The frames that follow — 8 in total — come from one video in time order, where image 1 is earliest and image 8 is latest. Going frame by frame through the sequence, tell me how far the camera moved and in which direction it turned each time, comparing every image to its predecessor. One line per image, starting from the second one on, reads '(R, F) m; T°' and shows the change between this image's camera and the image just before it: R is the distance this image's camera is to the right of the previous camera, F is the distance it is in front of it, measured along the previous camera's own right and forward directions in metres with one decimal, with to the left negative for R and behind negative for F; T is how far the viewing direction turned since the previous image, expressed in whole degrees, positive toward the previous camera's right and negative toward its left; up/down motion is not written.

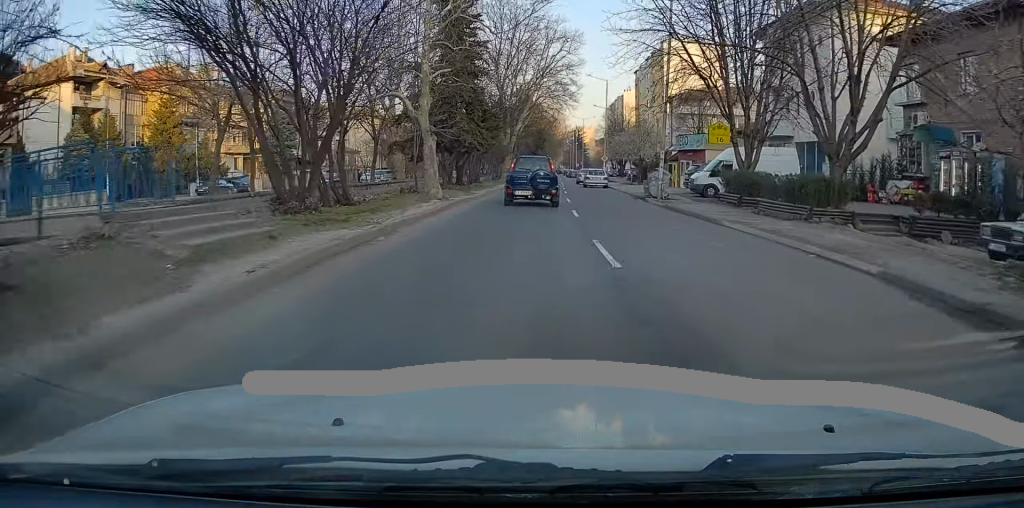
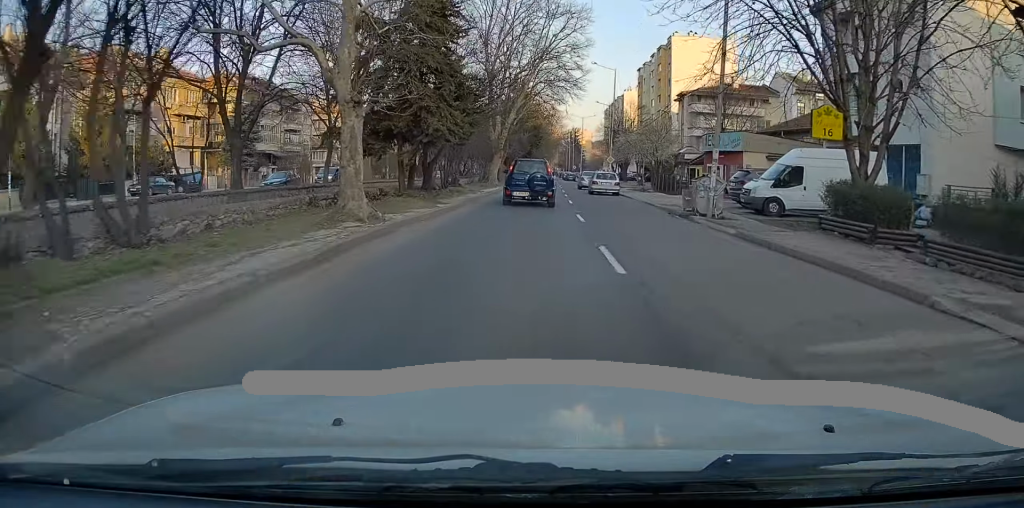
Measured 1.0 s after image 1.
(+0.1, +9.3) m; +2°
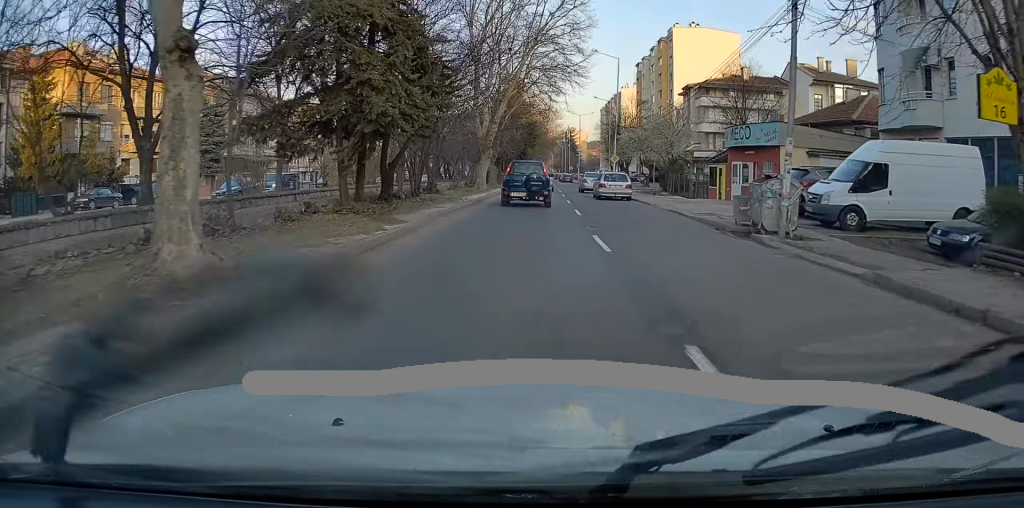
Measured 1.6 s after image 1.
(+0.2, +6.4) m; 0°
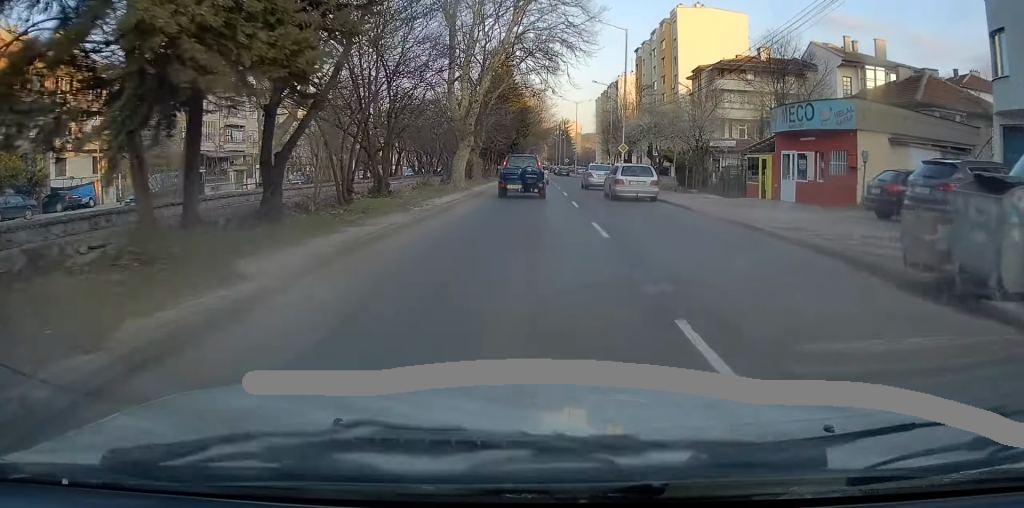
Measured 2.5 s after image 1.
(-0.2, +8.3) m; 0°
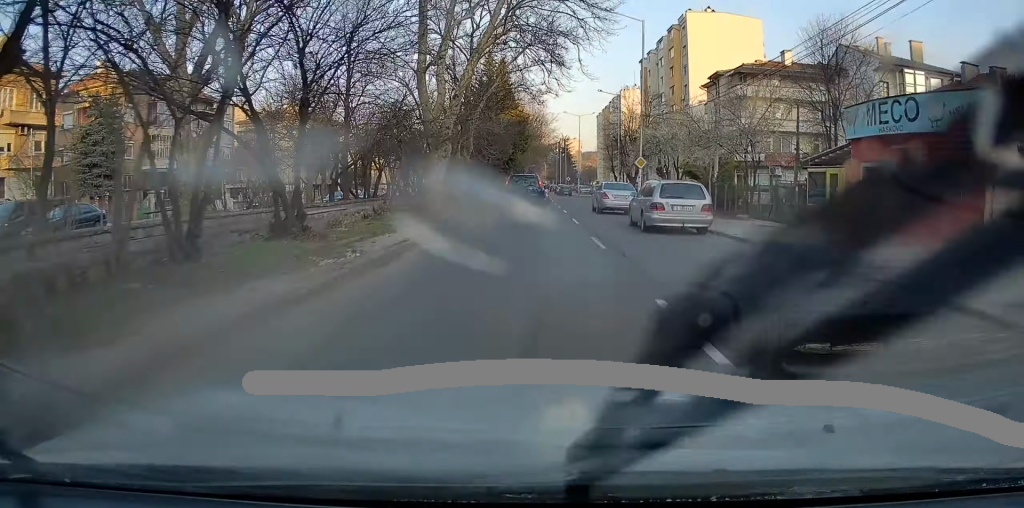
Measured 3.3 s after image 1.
(+0.1, +7.3) m; +1°
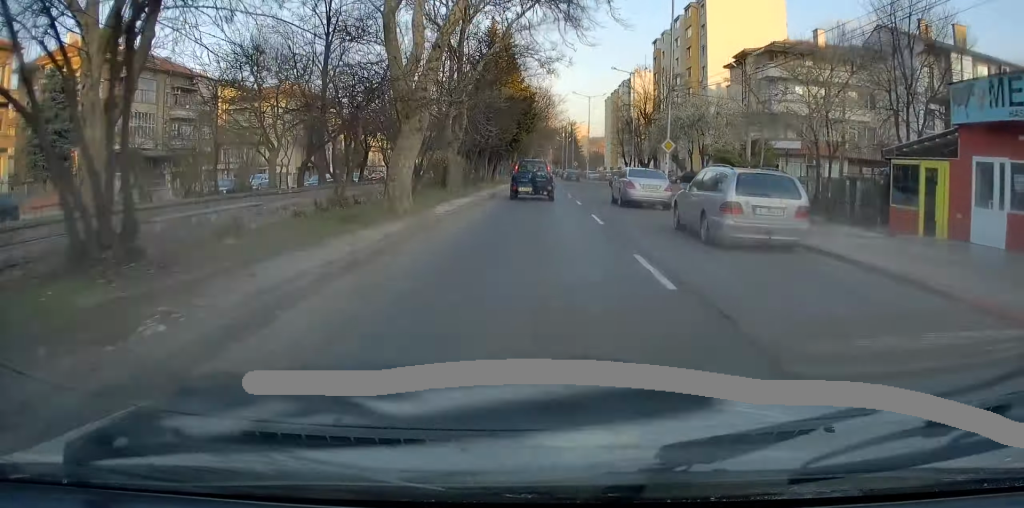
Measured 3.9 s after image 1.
(+0.1, +5.8) m; +1°
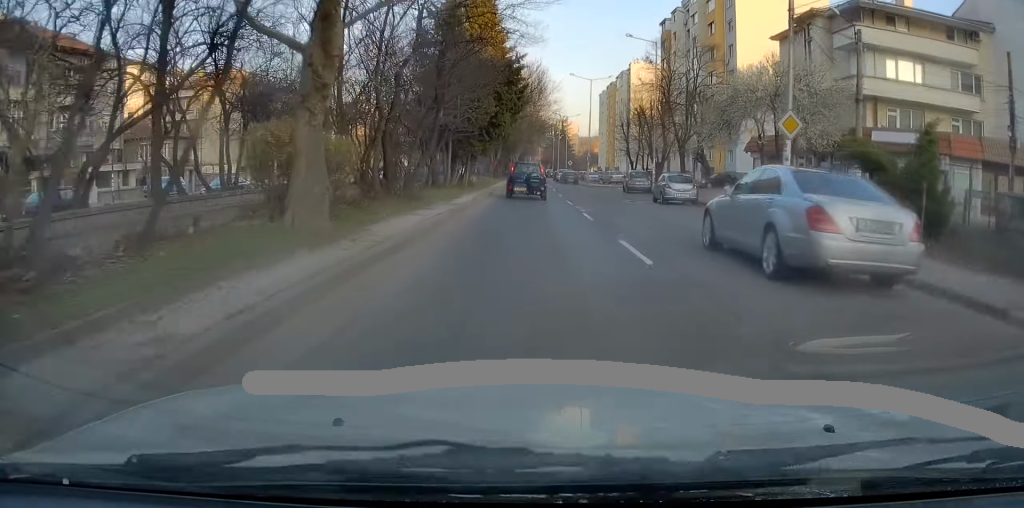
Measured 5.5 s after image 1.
(-0.6, +15.6) m; -4°
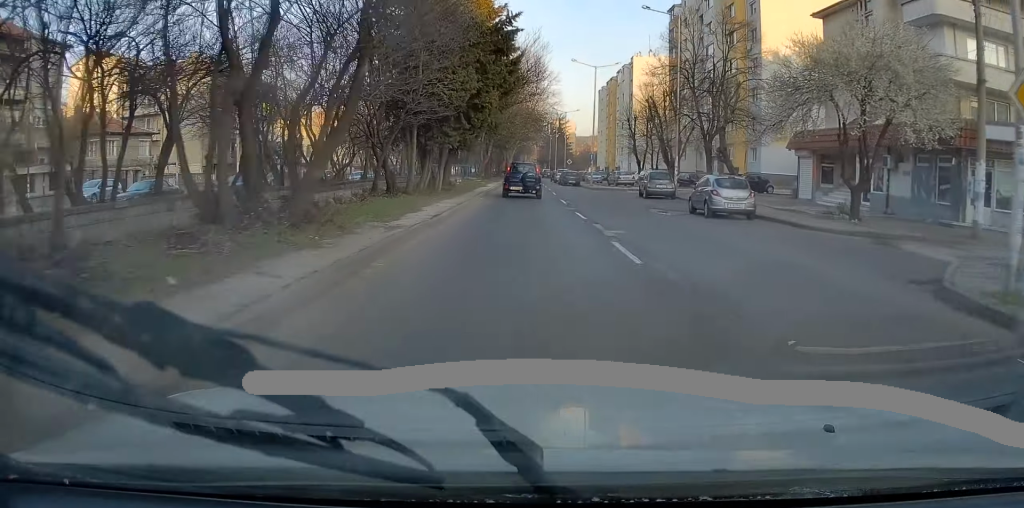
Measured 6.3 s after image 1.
(-0.1, +8.2) m; +1°
